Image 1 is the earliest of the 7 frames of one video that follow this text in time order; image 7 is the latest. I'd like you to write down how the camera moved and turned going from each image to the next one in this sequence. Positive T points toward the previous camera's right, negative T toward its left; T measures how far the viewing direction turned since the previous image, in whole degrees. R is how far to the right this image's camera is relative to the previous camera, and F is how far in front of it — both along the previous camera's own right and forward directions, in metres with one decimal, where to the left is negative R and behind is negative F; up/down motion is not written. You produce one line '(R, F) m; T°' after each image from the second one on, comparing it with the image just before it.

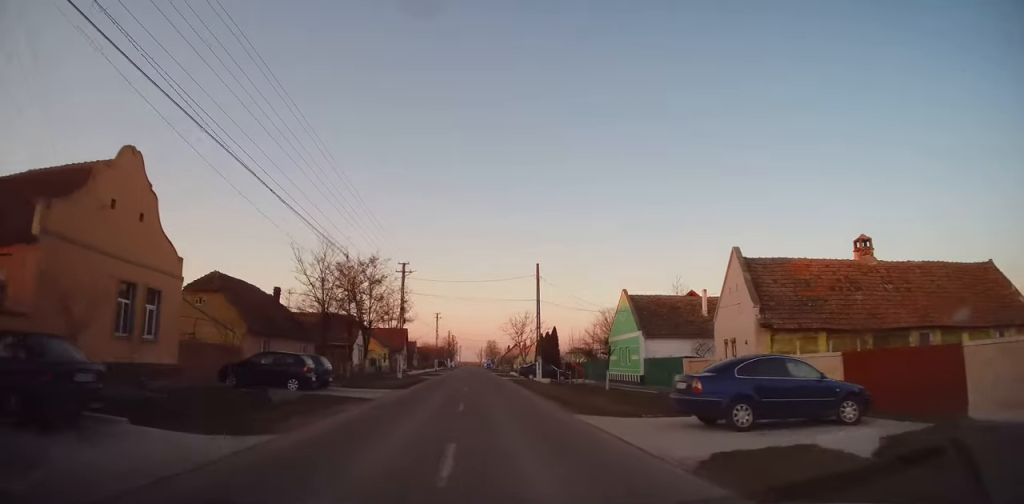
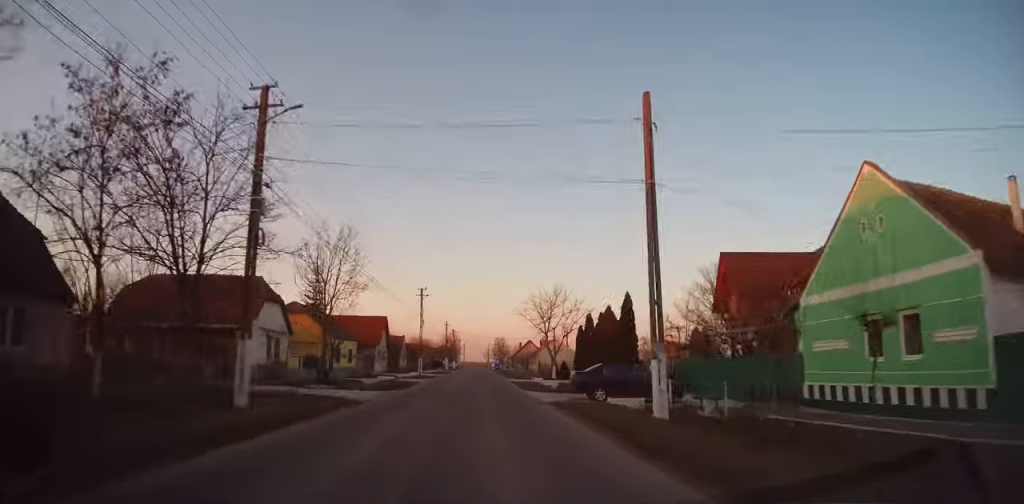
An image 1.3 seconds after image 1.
(0.0, +24.7) m; 0°
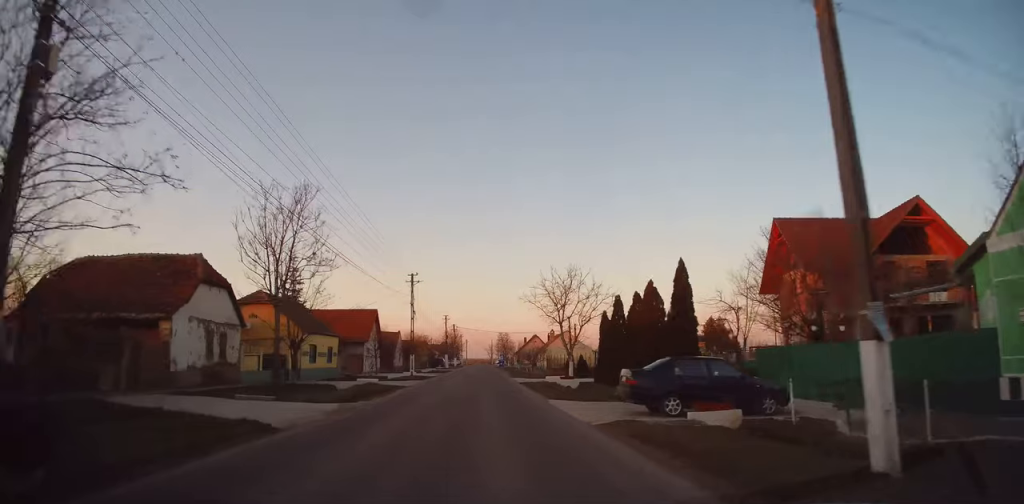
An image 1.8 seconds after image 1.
(0.0, +8.1) m; 0°
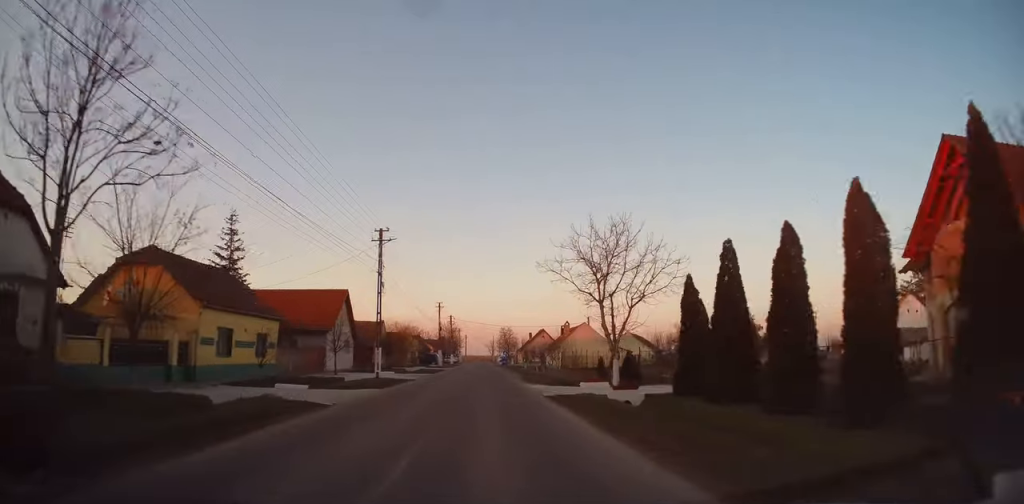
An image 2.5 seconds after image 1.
(0.0, +13.7) m; -1°
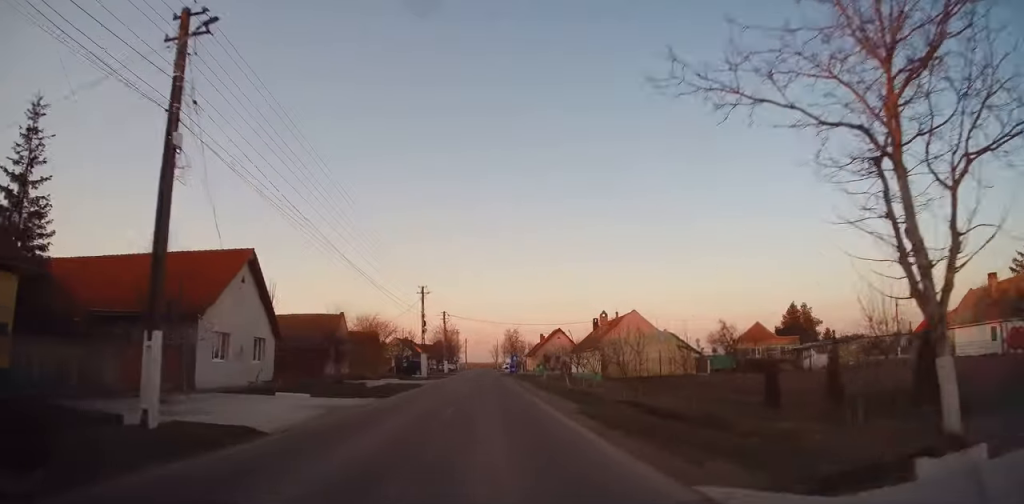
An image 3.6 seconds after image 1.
(-0.2, +20.5) m; -1°
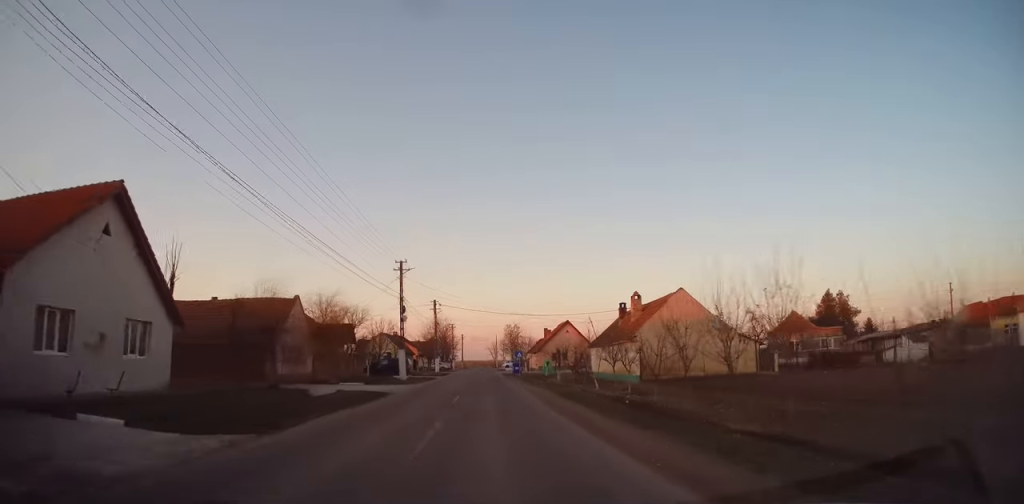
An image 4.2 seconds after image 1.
(-0.1, +11.1) m; 0°
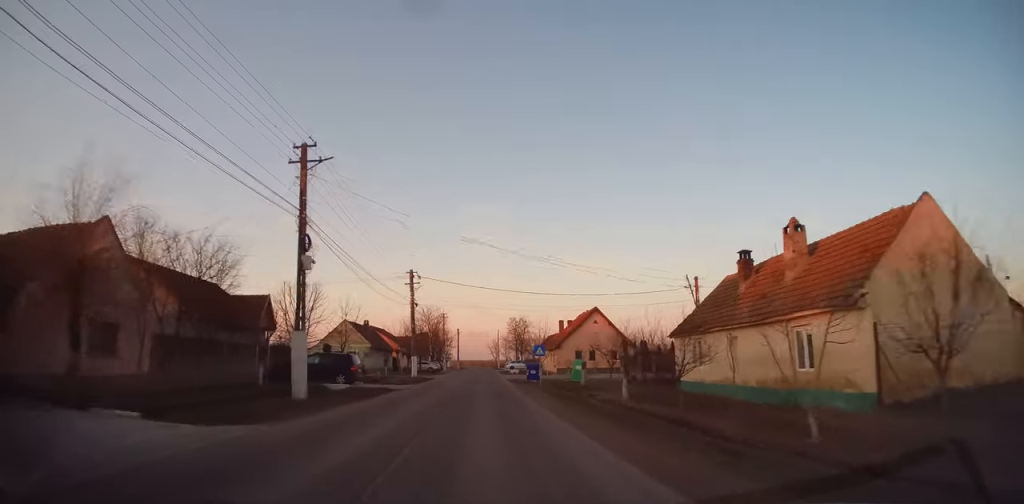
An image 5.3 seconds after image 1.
(+0.1, +20.2) m; +1°
